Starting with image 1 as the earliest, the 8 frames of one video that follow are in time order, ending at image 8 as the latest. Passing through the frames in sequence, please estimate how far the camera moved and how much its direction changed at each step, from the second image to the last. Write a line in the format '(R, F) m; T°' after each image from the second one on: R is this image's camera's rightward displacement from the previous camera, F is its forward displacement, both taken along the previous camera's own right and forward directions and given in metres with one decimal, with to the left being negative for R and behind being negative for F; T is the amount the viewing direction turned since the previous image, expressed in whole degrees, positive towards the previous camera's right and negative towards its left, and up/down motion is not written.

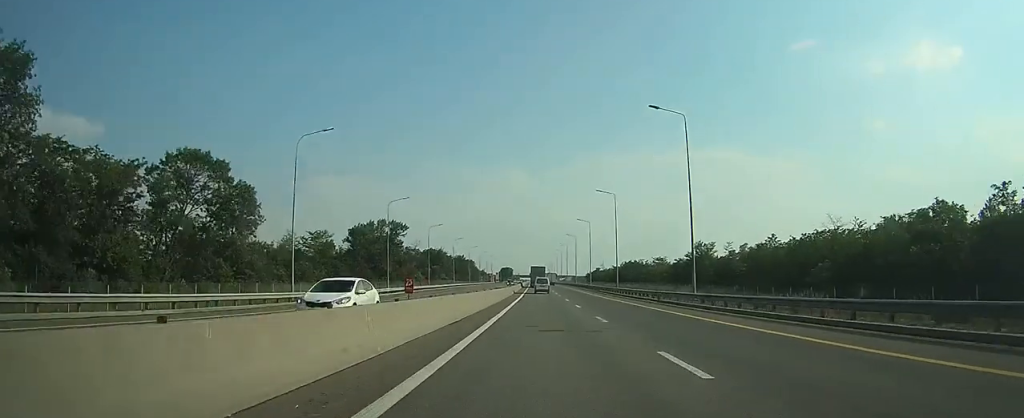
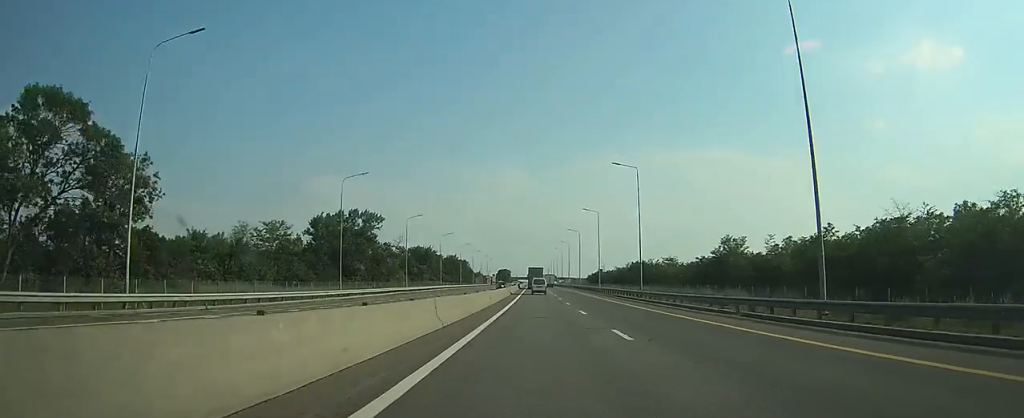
(0.0, +18.2) m; 0°
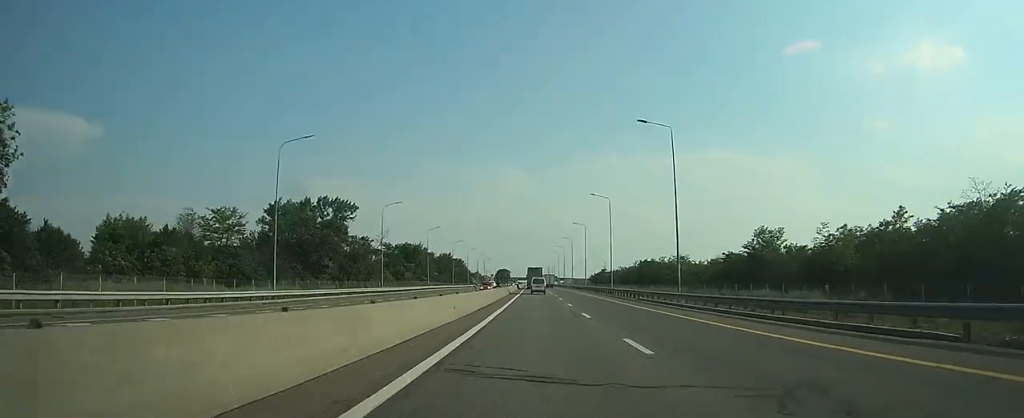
(+0.1, +15.2) m; 0°
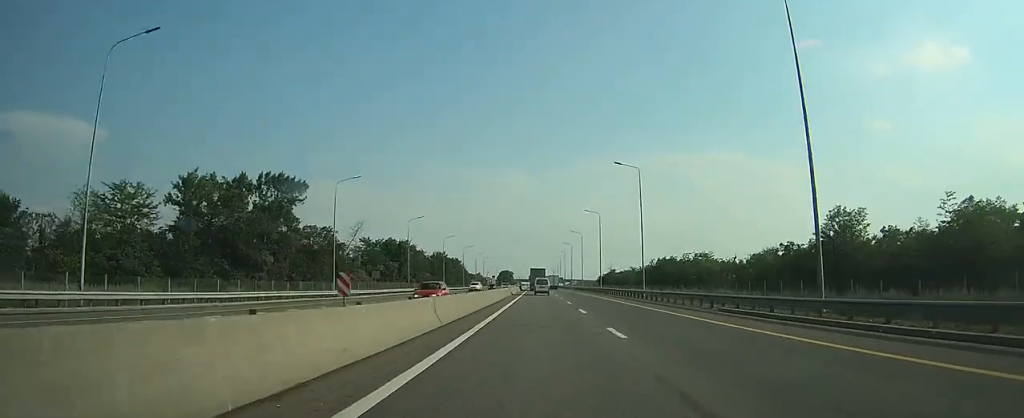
(0.0, +20.8) m; 0°
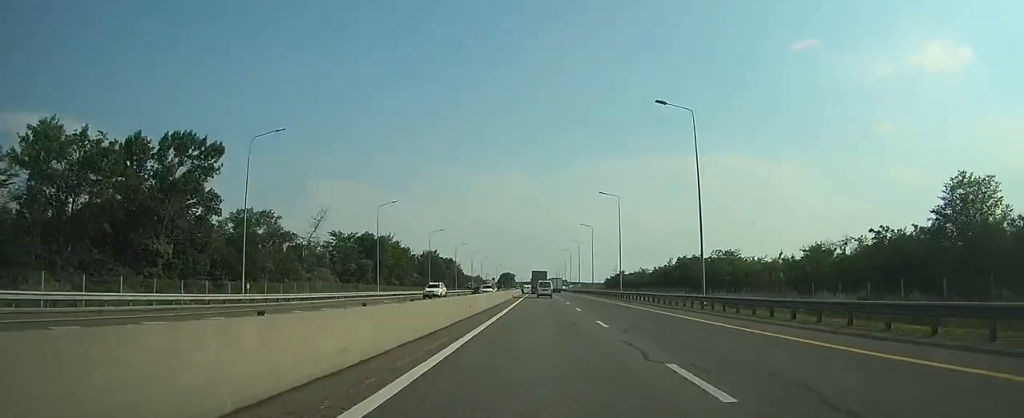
(0.0, +19.7) m; 0°
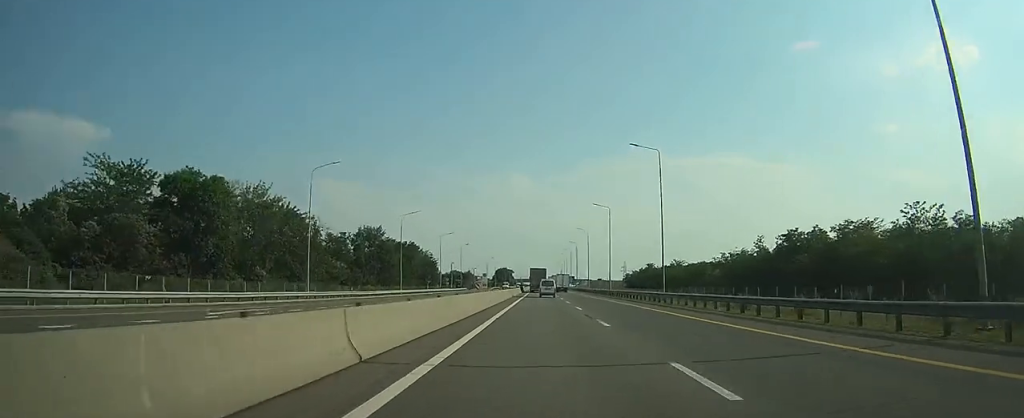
(-0.4, +60.0) m; -1°
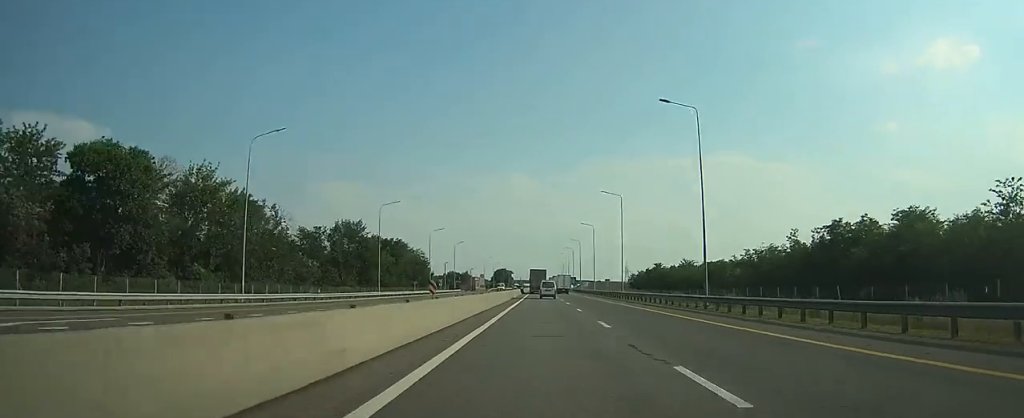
(0.0, +12.2) m; 0°
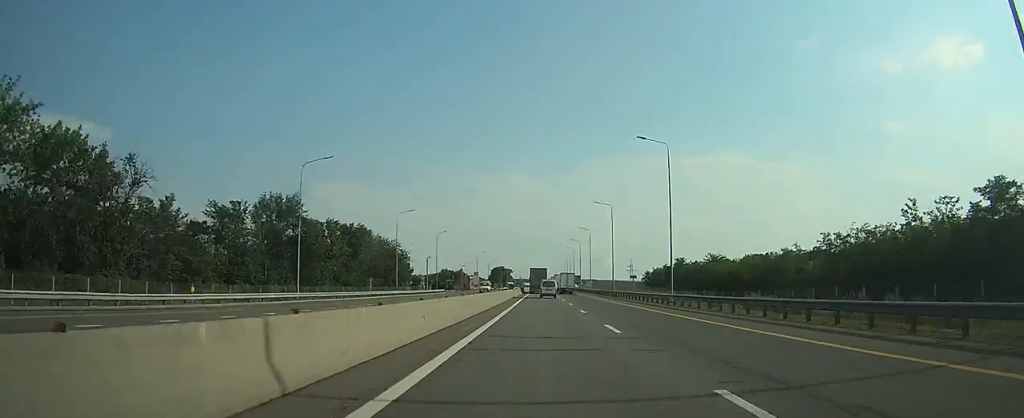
(0.0, +26.3) m; 0°
